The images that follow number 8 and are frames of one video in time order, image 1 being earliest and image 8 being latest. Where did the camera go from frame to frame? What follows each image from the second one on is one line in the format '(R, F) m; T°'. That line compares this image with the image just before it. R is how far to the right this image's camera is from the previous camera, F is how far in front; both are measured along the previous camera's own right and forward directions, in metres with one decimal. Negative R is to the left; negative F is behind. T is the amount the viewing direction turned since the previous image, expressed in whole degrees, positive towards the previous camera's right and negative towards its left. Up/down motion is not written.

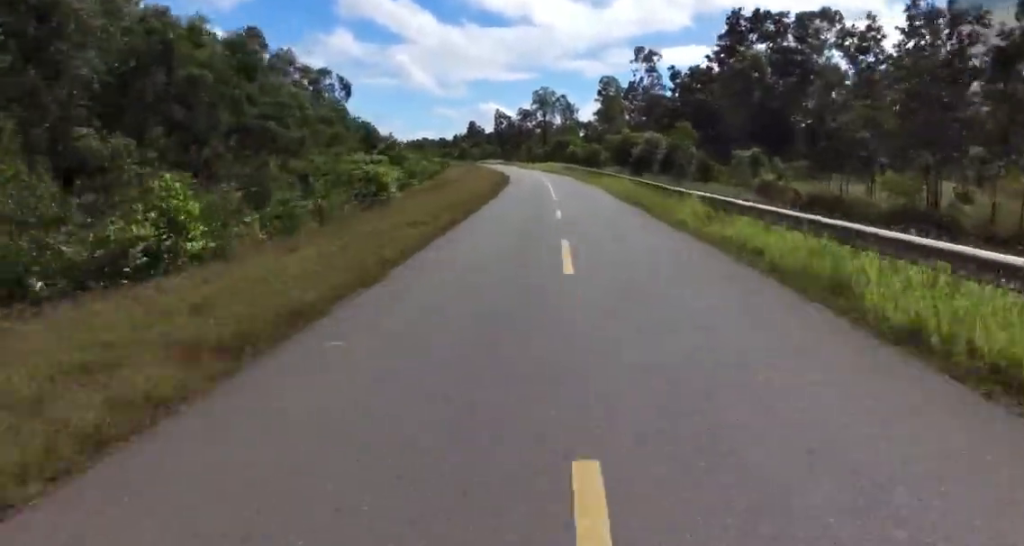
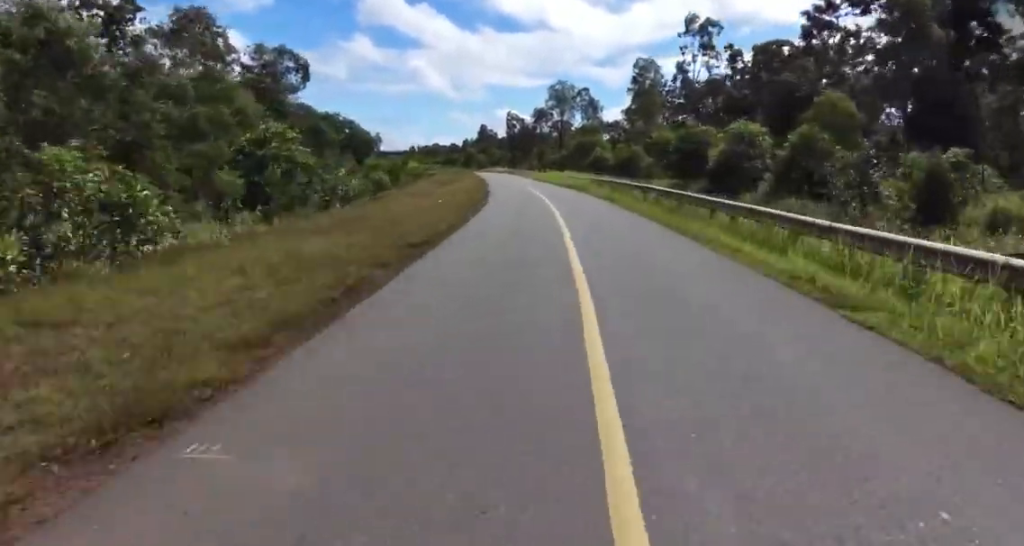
(-0.7, +26.2) m; -4°
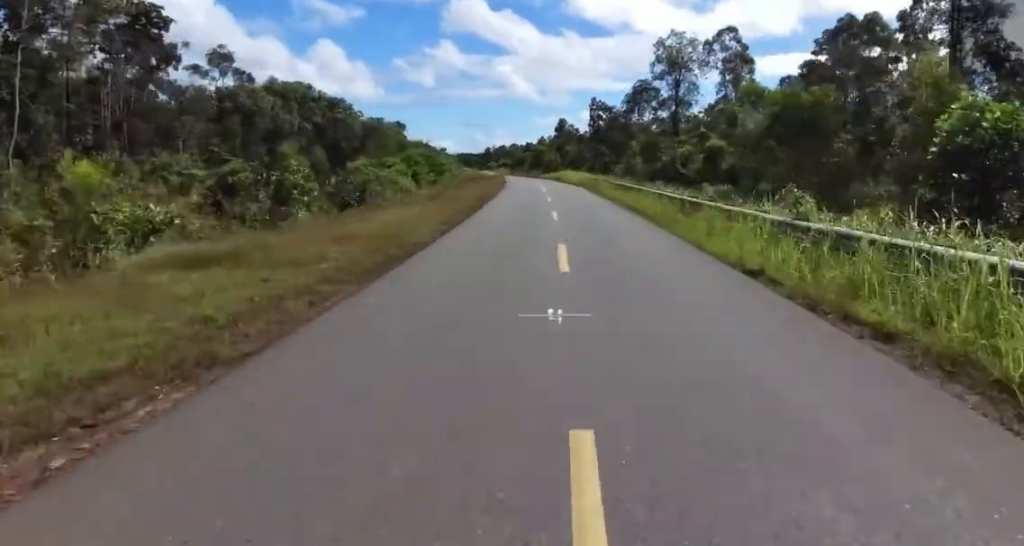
(-5.1, +55.6) m; -8°
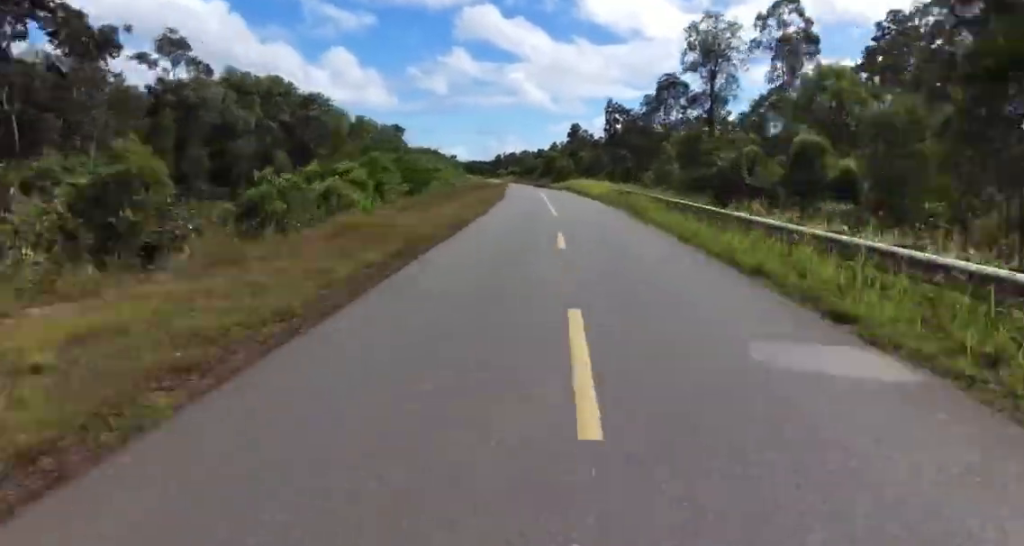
(0.0, +13.1) m; -1°
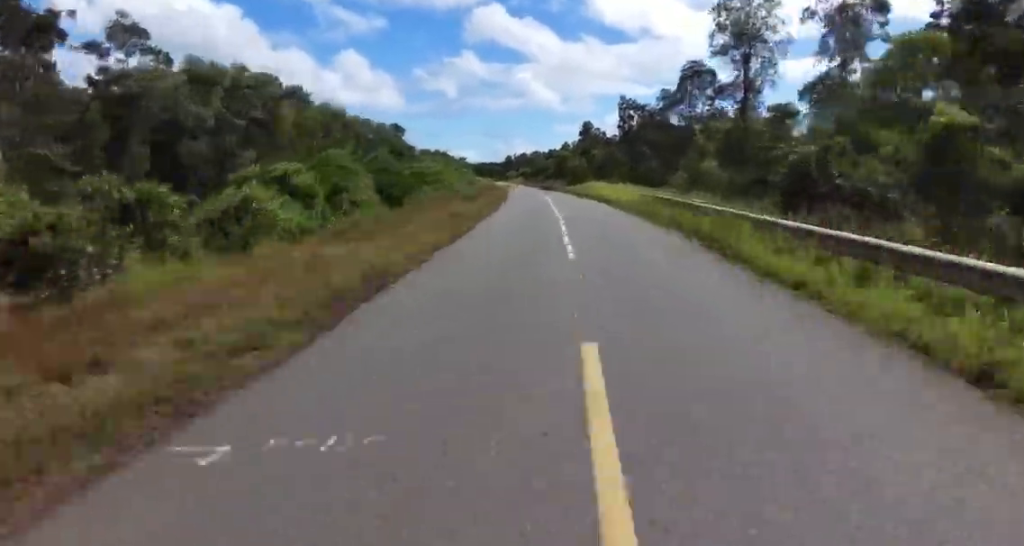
(+0.1, +10.5) m; -1°
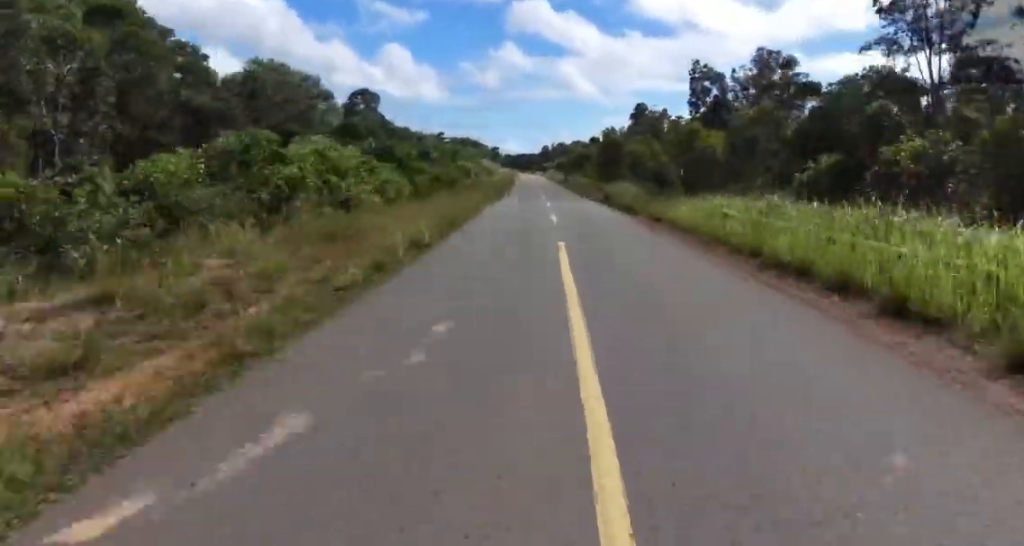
(-0.9, +41.9) m; -2°
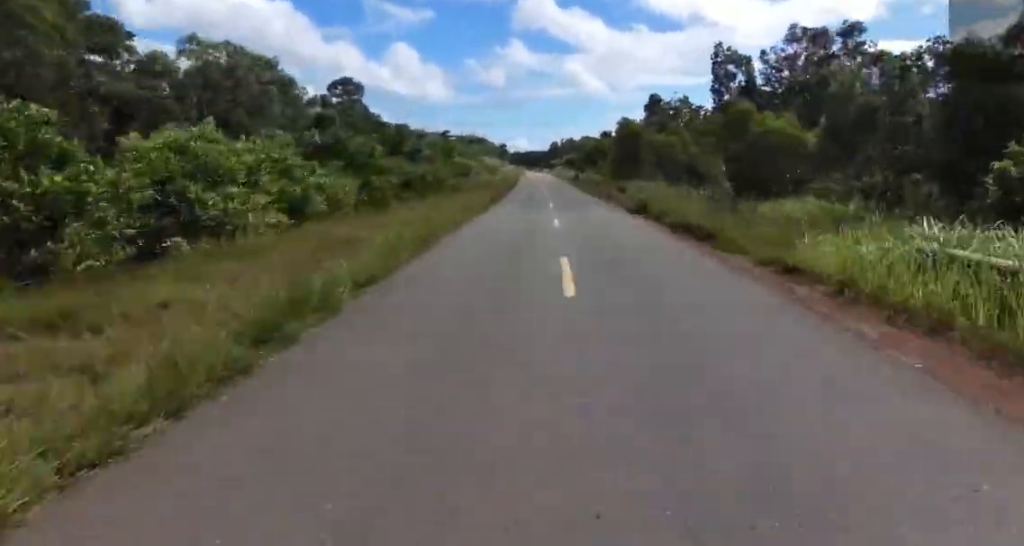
(+0.2, +10.7) m; -1°
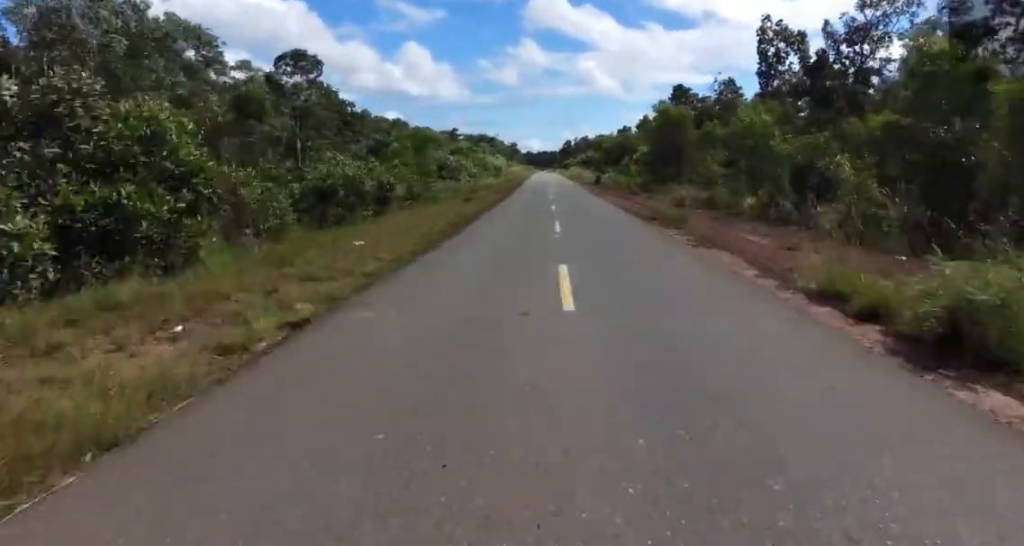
(-0.4, +16.2) m; -1°
